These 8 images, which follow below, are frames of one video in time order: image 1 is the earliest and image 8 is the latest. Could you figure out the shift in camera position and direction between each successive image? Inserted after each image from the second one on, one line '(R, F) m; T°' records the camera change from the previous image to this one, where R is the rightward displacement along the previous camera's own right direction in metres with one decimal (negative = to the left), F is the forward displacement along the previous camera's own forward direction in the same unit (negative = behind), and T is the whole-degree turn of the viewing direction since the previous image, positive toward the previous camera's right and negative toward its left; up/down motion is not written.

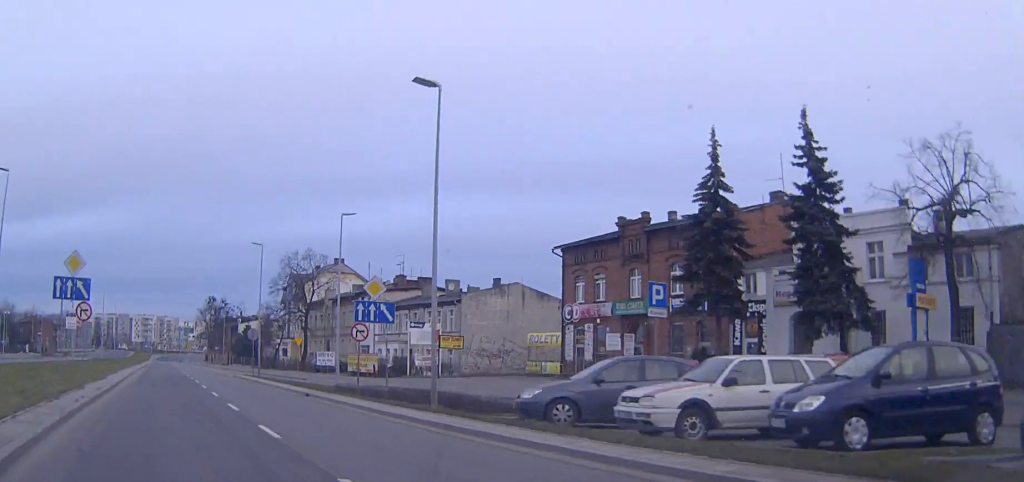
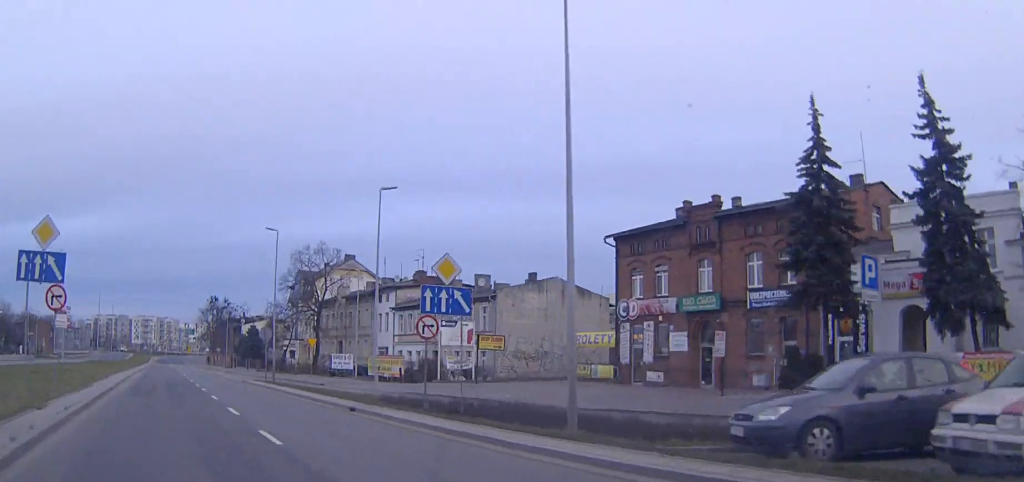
(0.0, +6.3) m; 0°
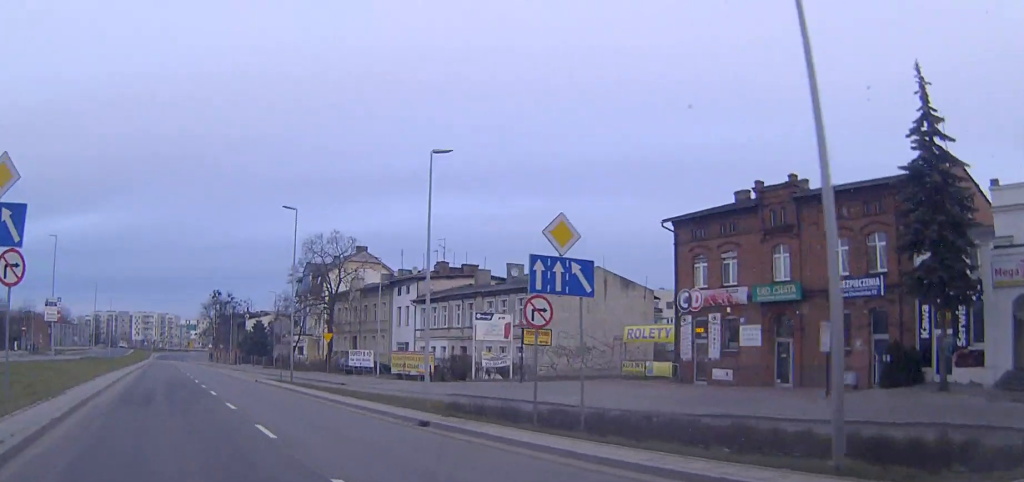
(0.0, +5.6) m; 0°
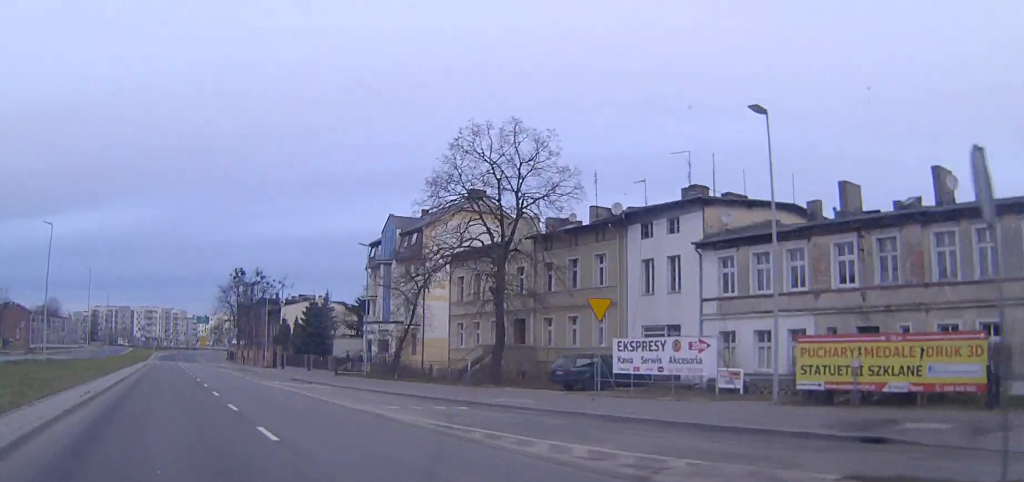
(-0.1, +35.7) m; 0°
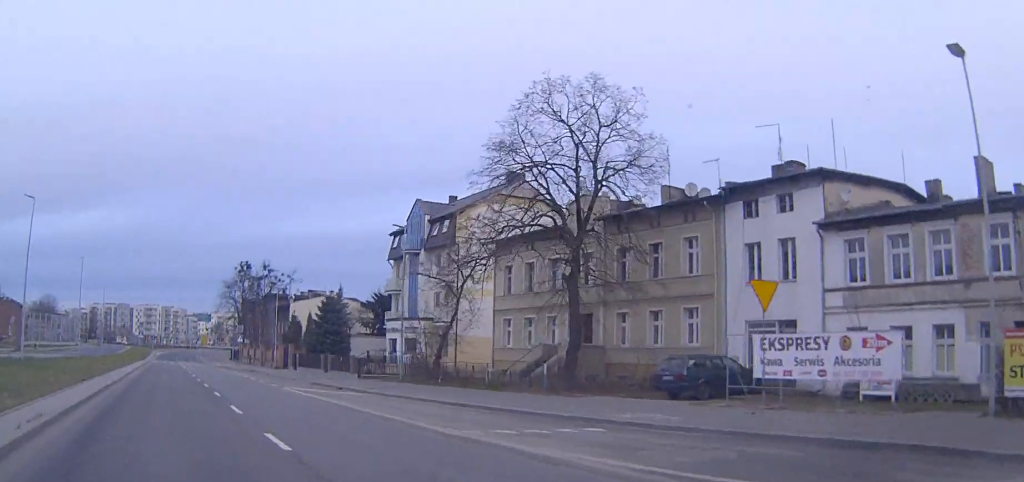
(0.0, +7.1) m; 0°
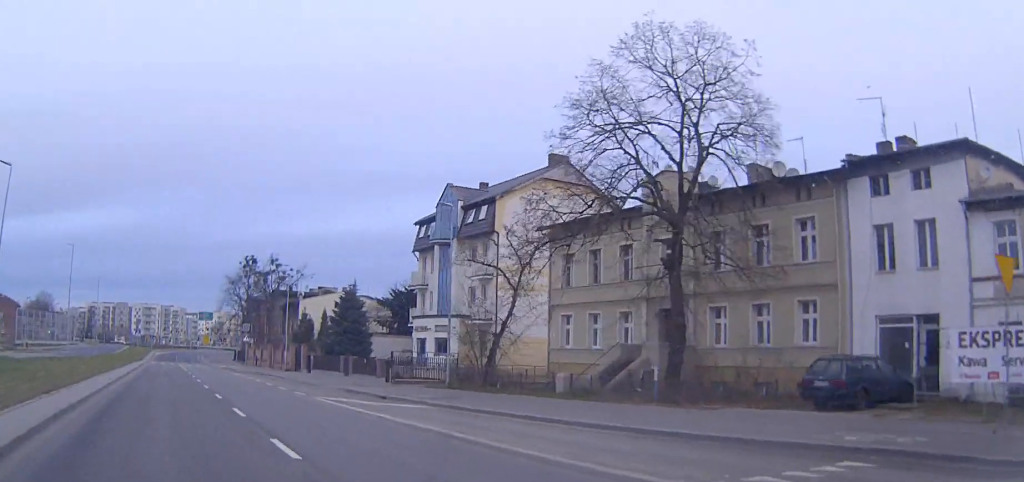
(0.0, +6.8) m; 0°
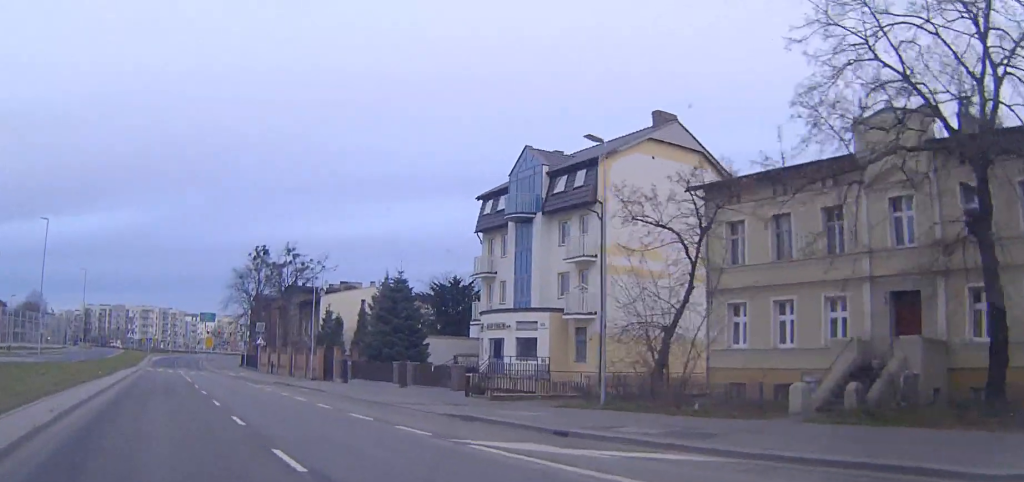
(0.0, +12.5) m; 0°
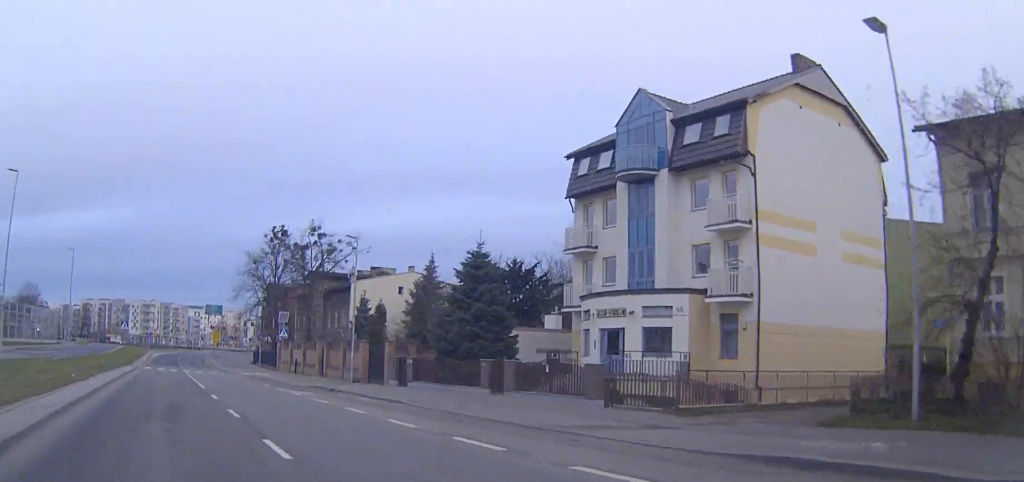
(0.0, +11.2) m; 0°
